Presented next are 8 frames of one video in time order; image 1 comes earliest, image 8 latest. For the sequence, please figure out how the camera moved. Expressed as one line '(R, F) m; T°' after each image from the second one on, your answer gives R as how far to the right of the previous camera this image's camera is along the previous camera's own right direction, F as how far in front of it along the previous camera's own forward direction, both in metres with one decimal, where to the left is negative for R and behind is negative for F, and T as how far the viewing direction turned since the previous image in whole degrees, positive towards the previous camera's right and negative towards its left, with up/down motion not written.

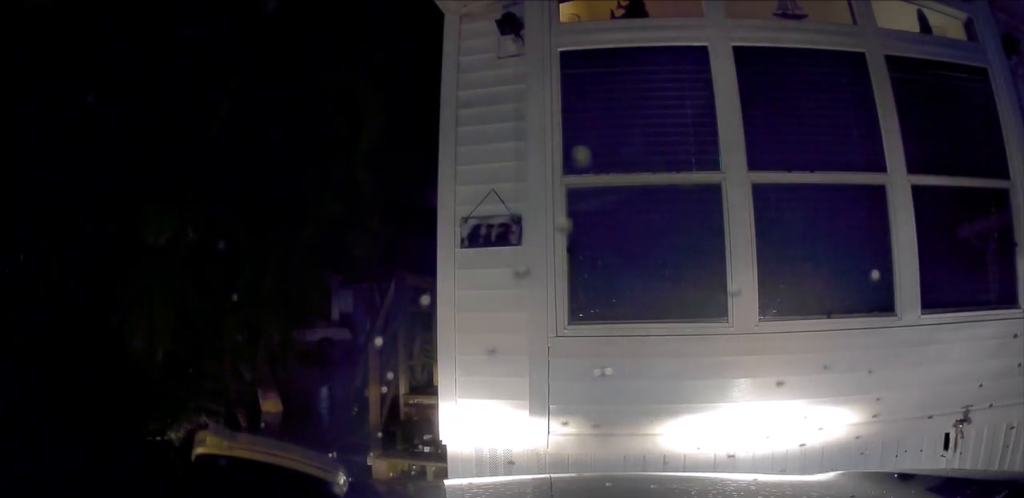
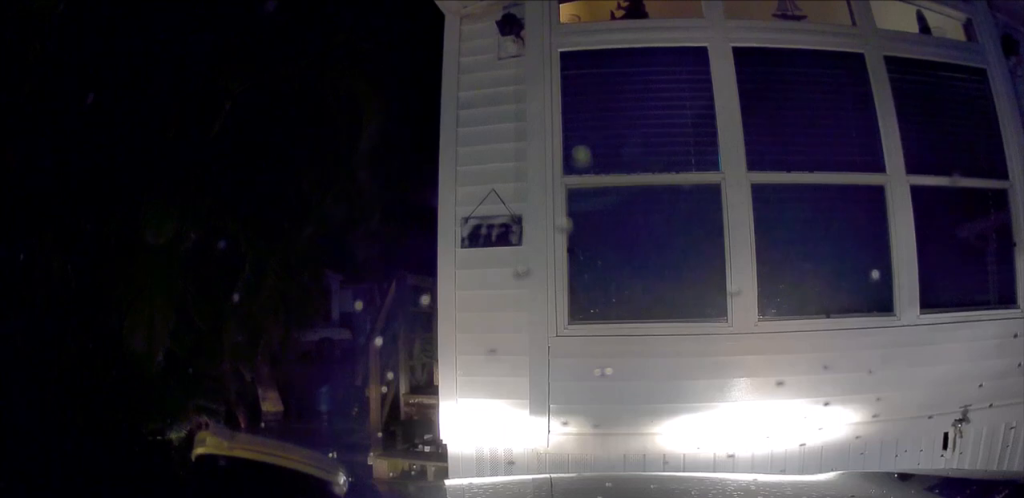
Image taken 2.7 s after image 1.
(0.0, 0.0) m; 0°
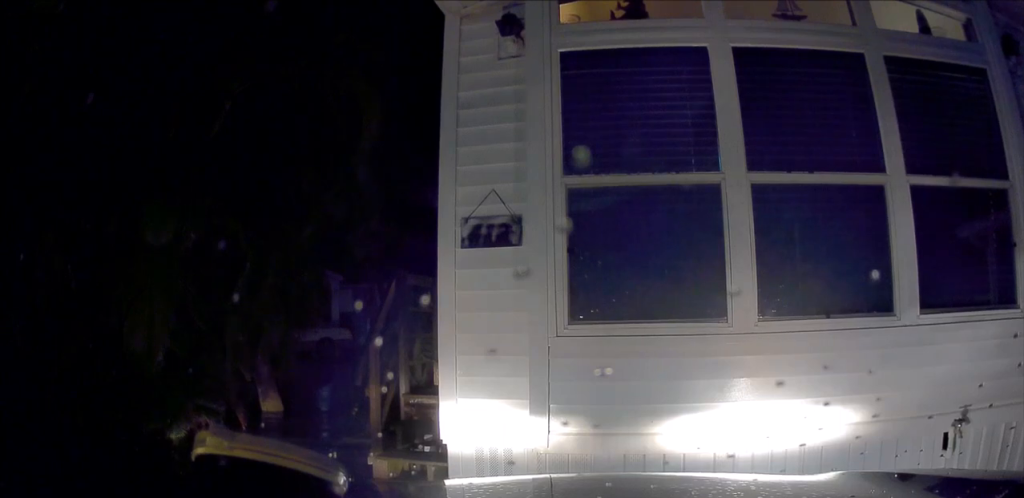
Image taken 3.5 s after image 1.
(0.0, 0.0) m; 0°
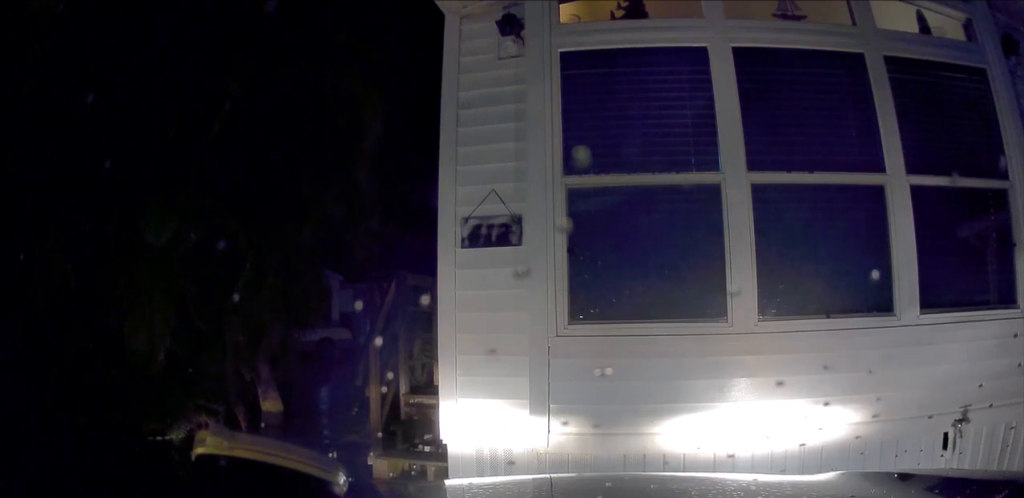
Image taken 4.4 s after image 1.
(0.0, 0.0) m; 0°
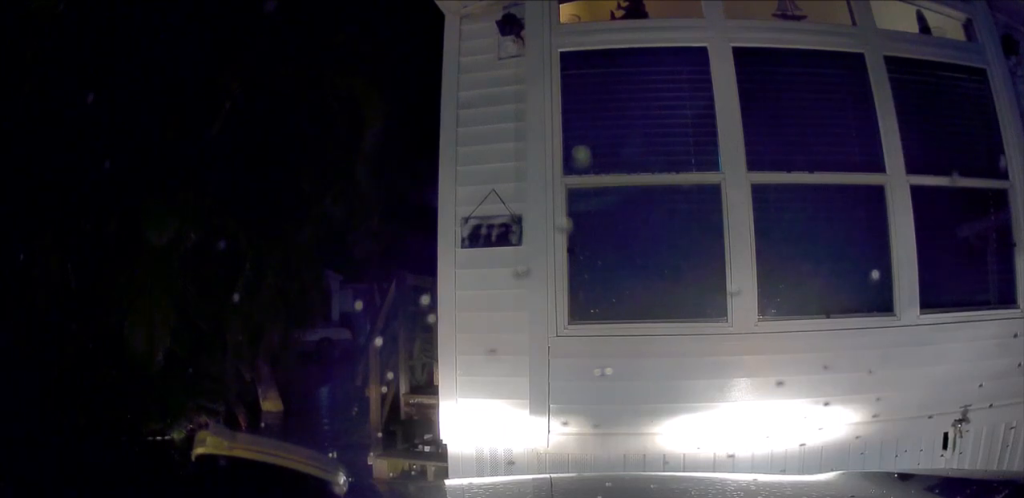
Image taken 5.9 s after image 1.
(0.0, 0.0) m; 0°
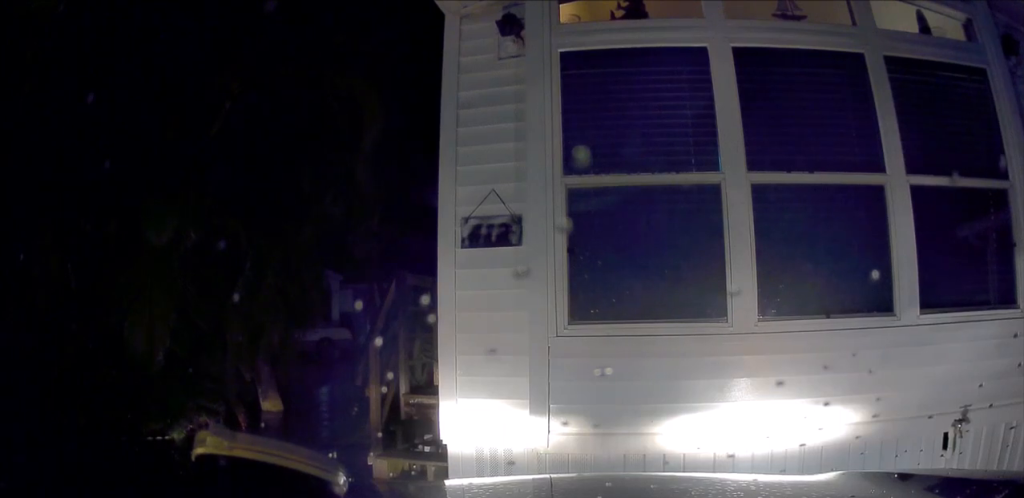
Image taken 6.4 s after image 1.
(0.0, 0.0) m; 0°
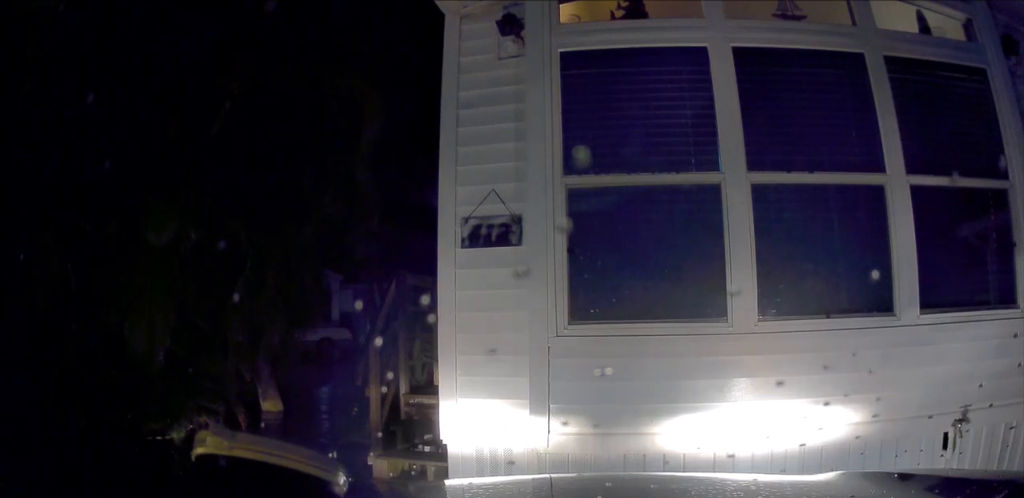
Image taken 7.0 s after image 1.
(0.0, 0.0) m; 0°
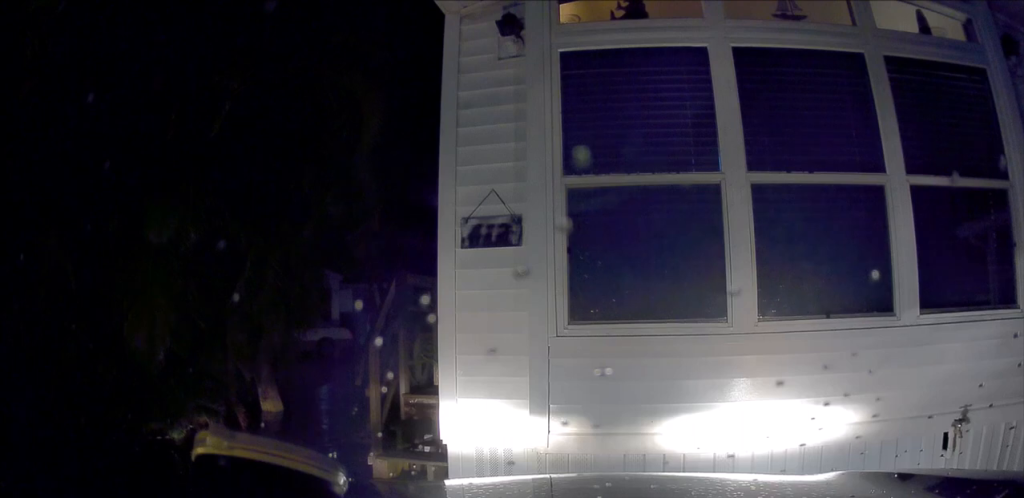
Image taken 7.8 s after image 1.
(0.0, 0.0) m; 0°
